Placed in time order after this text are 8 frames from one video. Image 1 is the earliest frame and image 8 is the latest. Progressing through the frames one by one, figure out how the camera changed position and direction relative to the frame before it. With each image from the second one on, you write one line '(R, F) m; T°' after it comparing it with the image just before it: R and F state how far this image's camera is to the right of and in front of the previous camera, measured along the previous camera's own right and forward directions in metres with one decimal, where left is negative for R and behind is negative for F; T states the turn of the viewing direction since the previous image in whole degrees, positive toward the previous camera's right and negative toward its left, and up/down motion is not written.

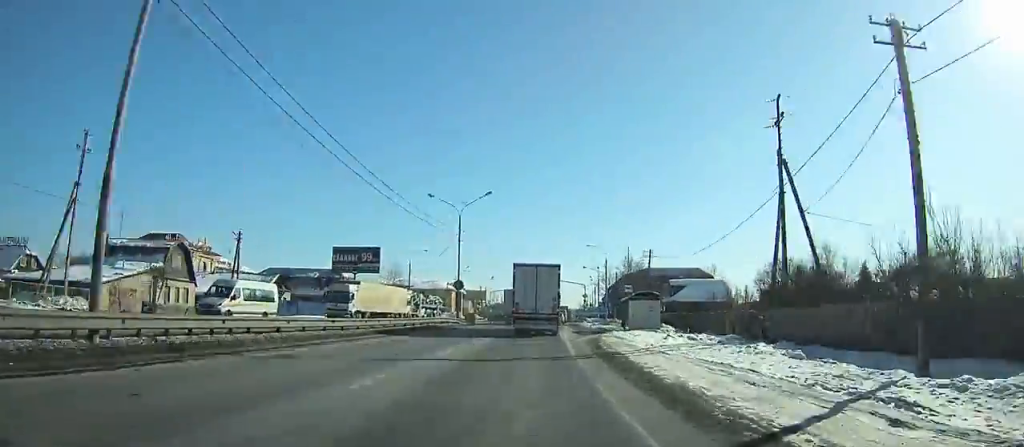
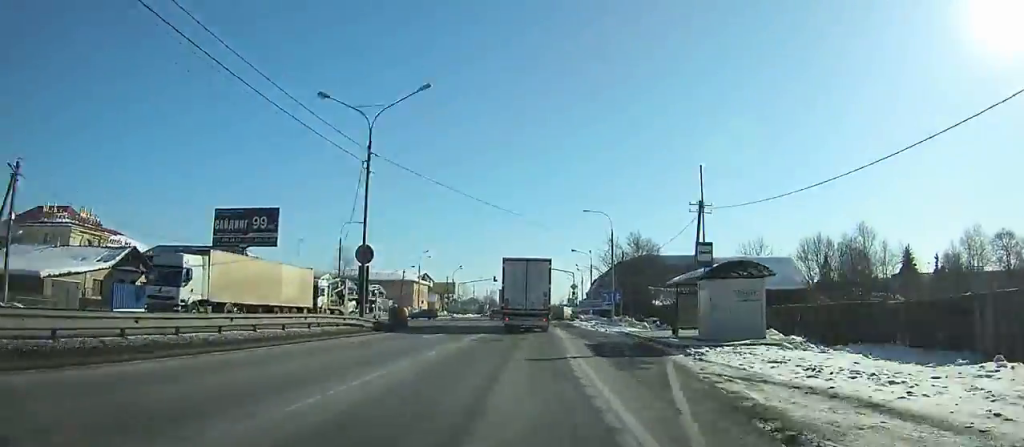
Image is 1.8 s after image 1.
(+0.7, +21.8) m; +2°
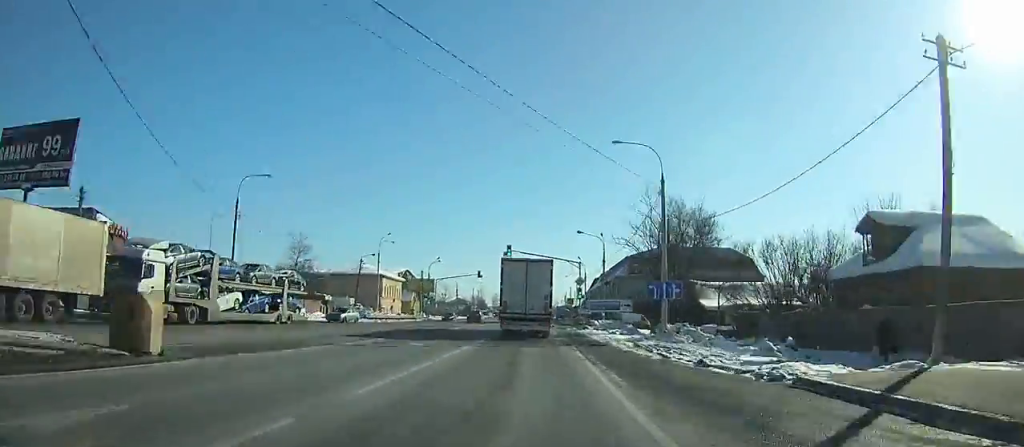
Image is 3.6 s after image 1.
(+0.4, +22.1) m; +2°
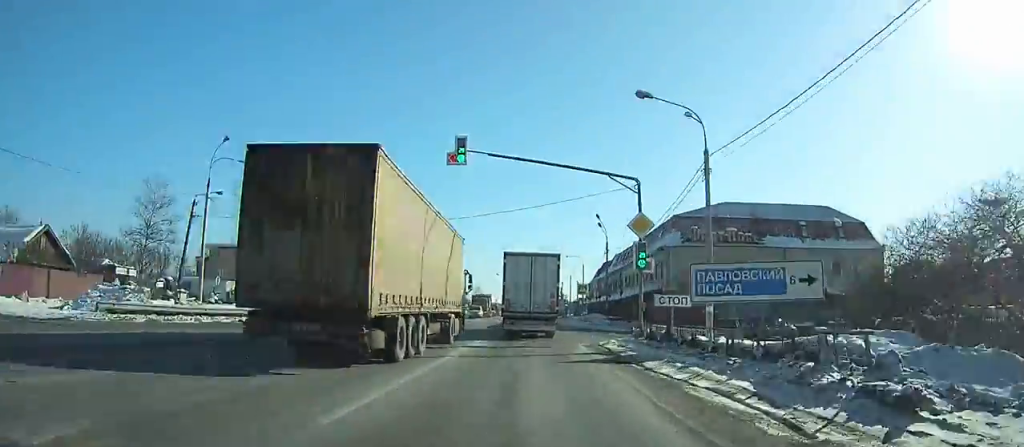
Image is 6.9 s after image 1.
(+0.6, +40.8) m; +1°
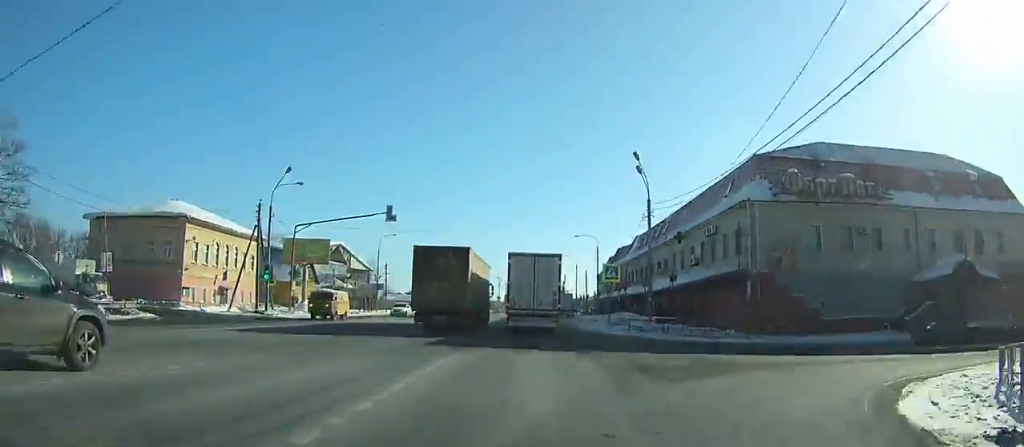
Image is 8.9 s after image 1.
(+0.1, +24.9) m; 0°
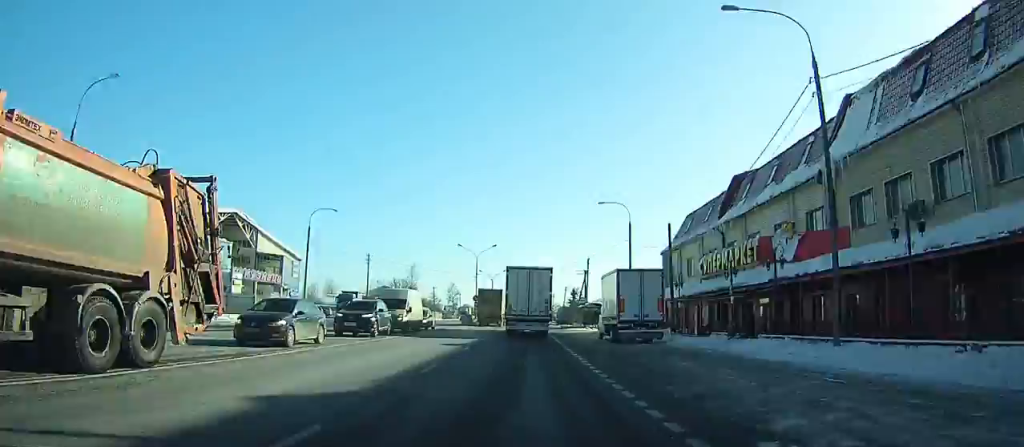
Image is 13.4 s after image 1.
(+0.1, +58.4) m; 0°
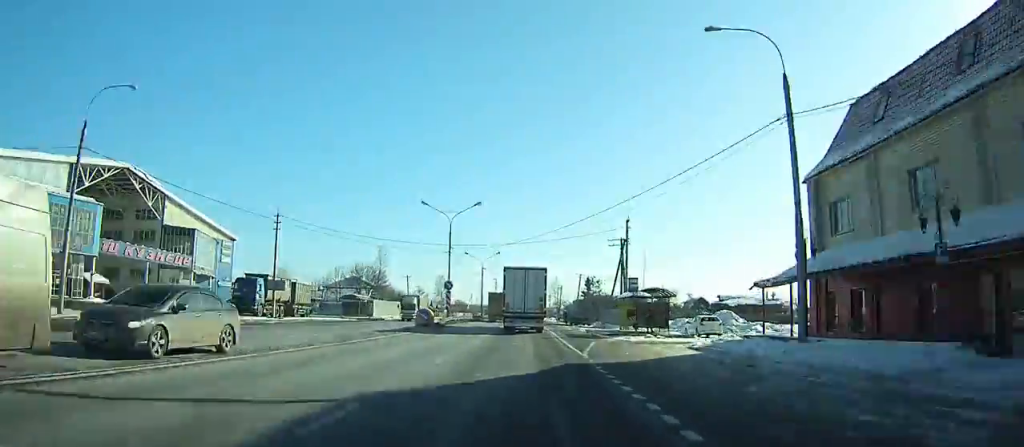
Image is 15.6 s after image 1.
(0.0, +30.0) m; 0°
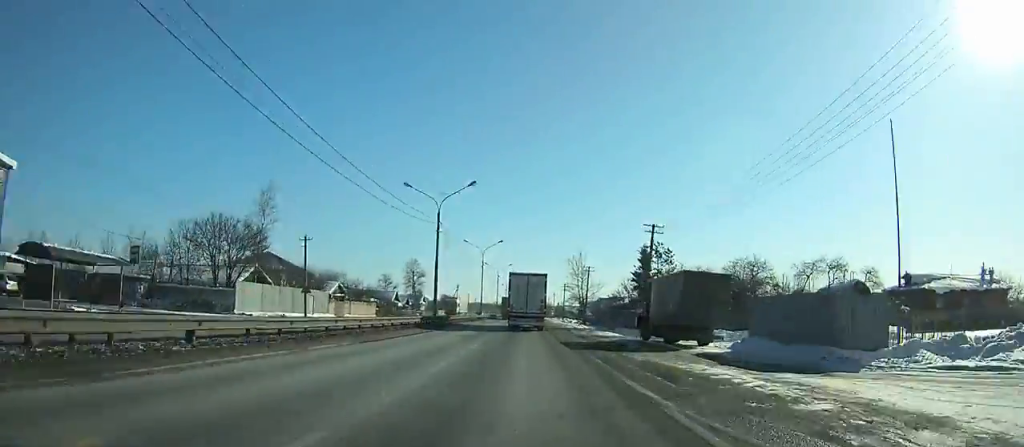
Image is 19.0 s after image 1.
(-0.1, +49.8) m; 0°
